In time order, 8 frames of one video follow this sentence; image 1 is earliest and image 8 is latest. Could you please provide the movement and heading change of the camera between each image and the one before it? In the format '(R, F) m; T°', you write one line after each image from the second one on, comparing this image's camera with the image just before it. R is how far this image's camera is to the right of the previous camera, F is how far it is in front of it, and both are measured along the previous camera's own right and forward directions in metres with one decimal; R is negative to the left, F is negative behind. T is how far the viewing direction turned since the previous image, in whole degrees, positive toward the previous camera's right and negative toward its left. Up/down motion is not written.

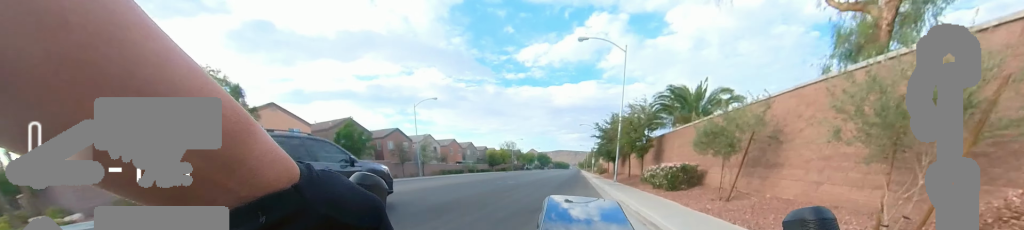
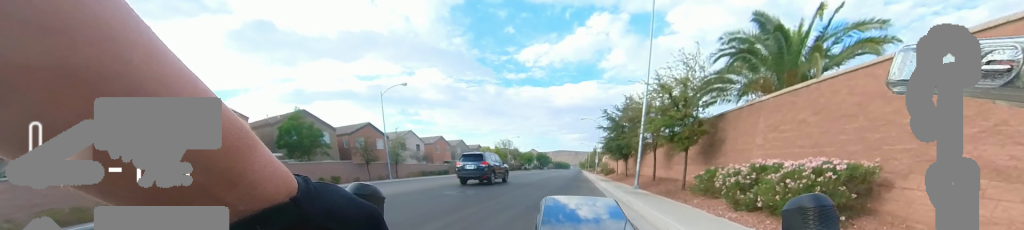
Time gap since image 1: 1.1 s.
(0.0, +6.8) m; 0°
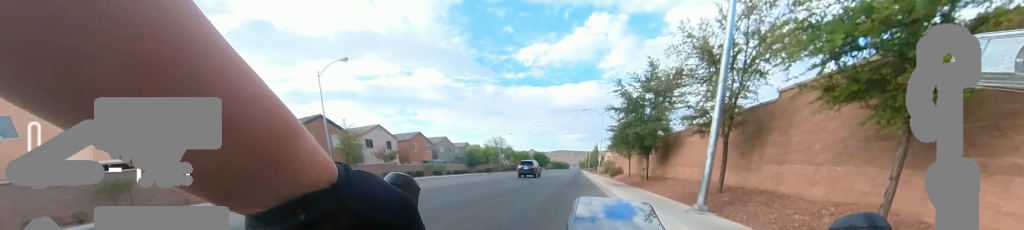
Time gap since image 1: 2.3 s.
(0.0, +8.1) m; 0°
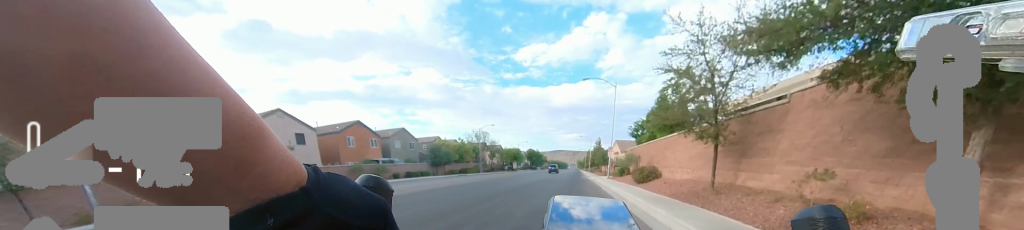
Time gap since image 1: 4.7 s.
(0.0, +15.9) m; 0°
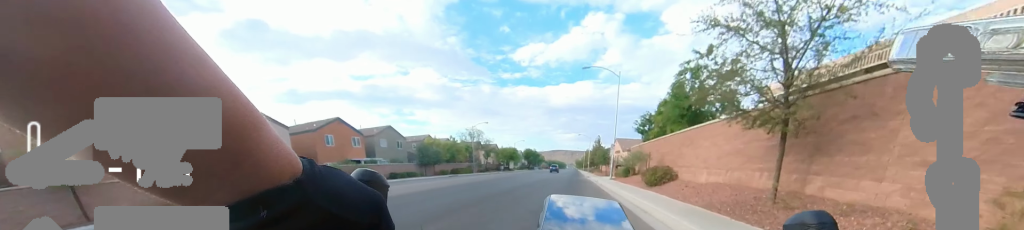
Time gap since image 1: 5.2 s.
(0.0, +3.2) m; 0°
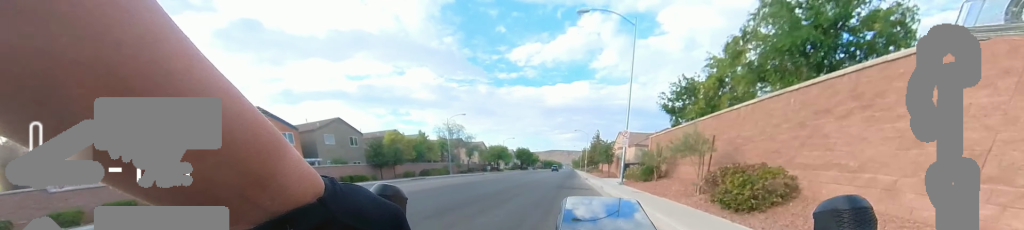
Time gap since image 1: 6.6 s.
(0.0, +9.3) m; 0°
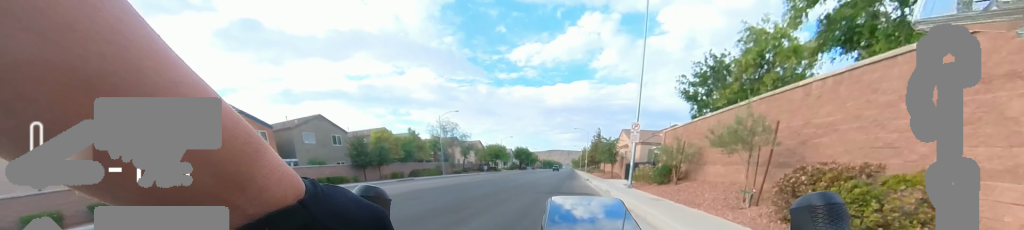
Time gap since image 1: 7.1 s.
(0.0, +2.9) m; 0°
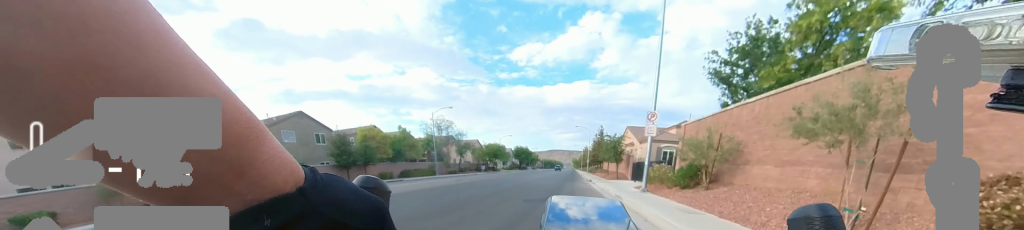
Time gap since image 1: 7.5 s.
(0.0, +2.7) m; 0°
